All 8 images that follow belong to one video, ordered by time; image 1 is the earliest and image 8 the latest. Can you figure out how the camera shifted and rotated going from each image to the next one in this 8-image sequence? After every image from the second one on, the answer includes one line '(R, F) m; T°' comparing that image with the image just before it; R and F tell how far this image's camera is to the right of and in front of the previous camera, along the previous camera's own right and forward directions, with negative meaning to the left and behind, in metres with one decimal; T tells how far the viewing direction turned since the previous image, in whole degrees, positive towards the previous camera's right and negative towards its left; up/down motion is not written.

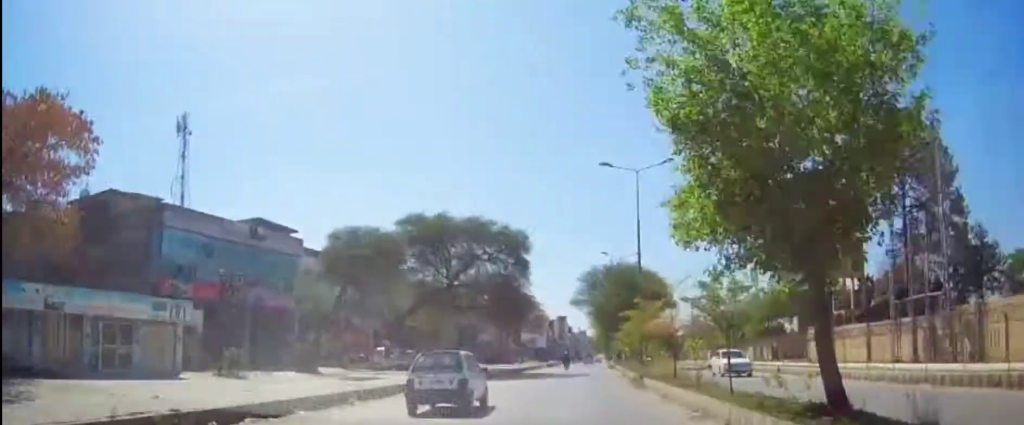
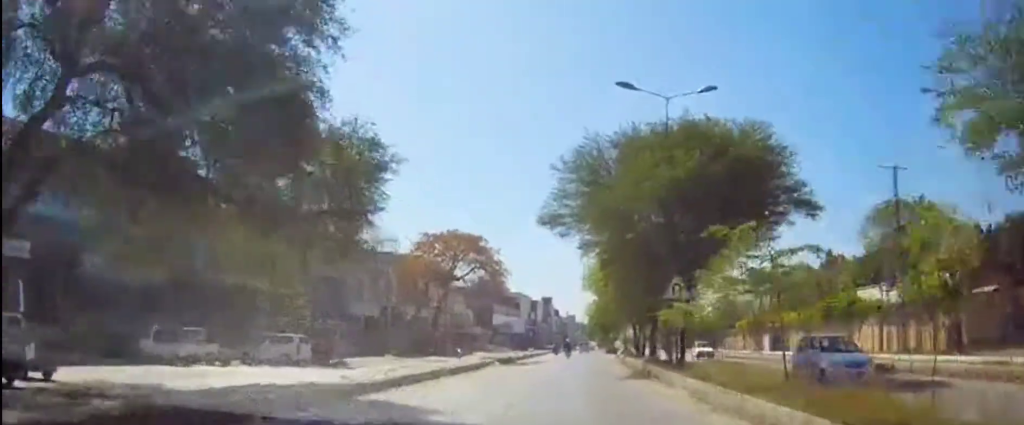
(+0.1, +39.6) m; -2°
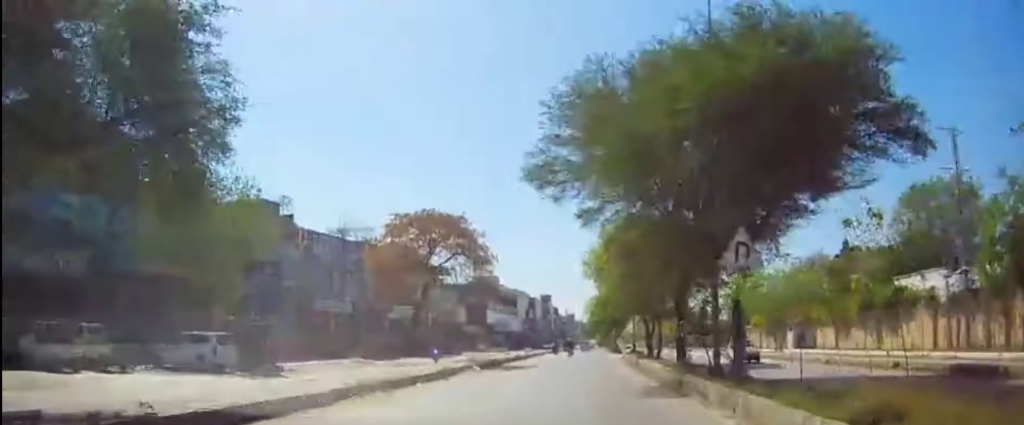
(-0.1, +8.5) m; +1°
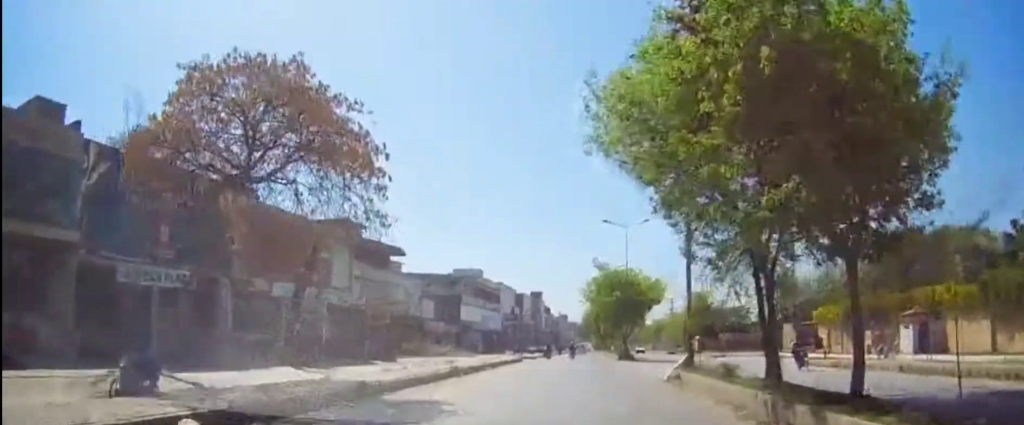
(+0.8, +24.1) m; +2°
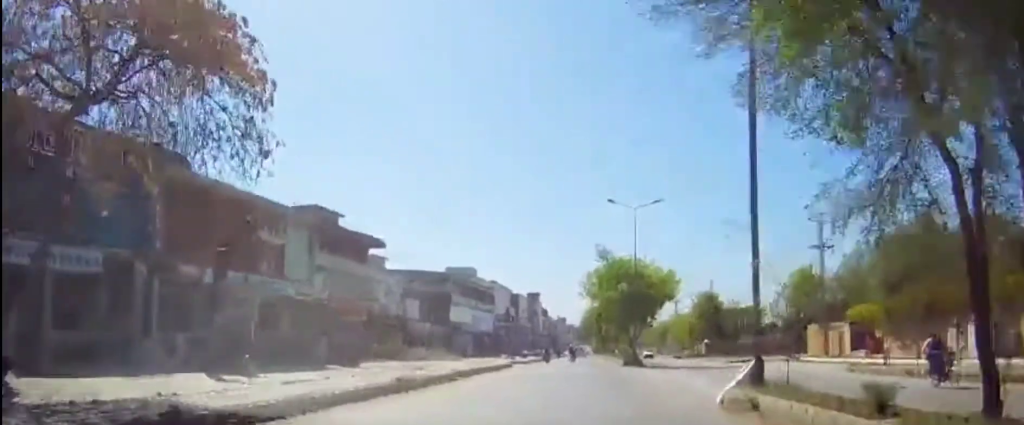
(-0.2, +8.5) m; 0°
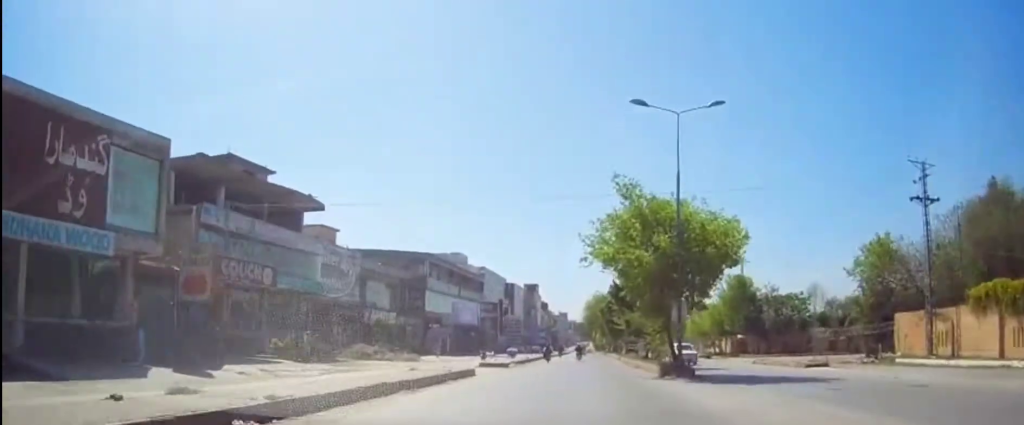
(-0.1, +17.9) m; 0°
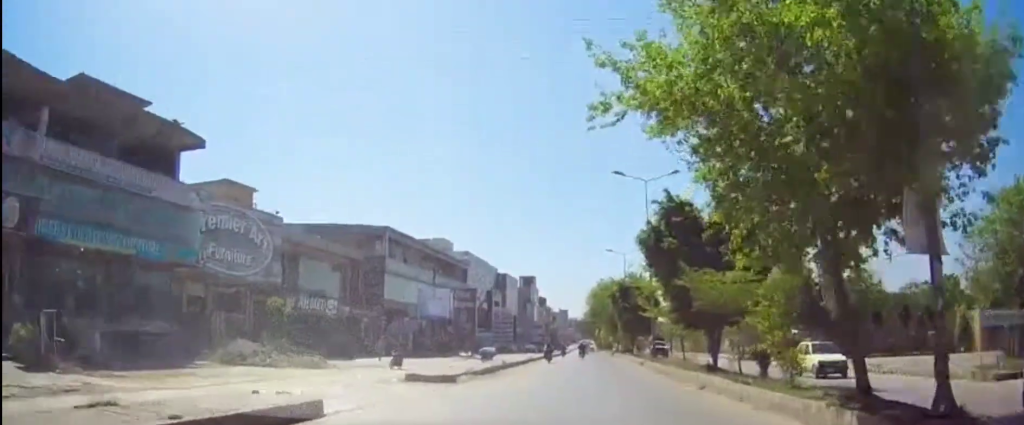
(+0.2, +19.4) m; 0°
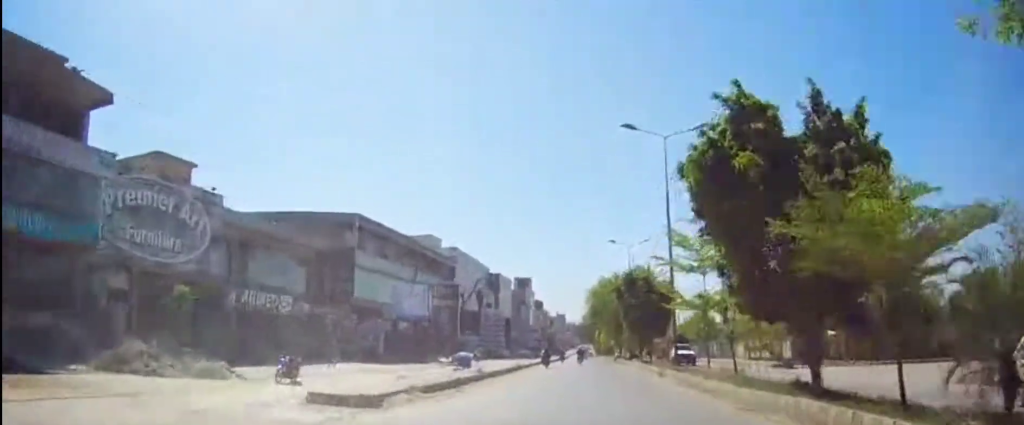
(0.0, +8.7) m; 0°
